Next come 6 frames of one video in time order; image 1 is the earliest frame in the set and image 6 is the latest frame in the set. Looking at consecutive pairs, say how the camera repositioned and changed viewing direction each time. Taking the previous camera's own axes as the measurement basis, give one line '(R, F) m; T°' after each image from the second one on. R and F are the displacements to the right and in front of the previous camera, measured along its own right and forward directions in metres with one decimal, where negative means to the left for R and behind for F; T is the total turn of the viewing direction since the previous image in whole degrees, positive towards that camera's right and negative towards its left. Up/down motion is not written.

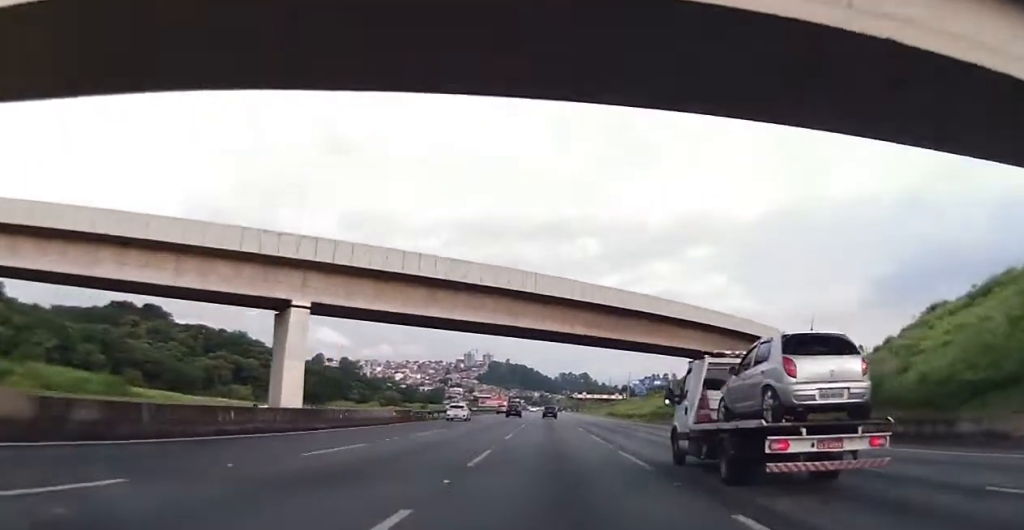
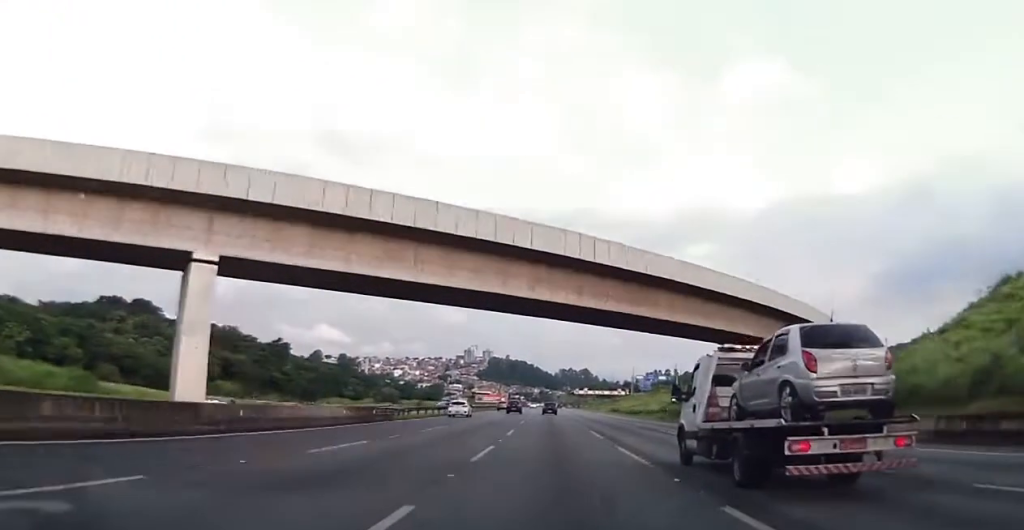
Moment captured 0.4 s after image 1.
(-0.3, +11.4) m; 0°
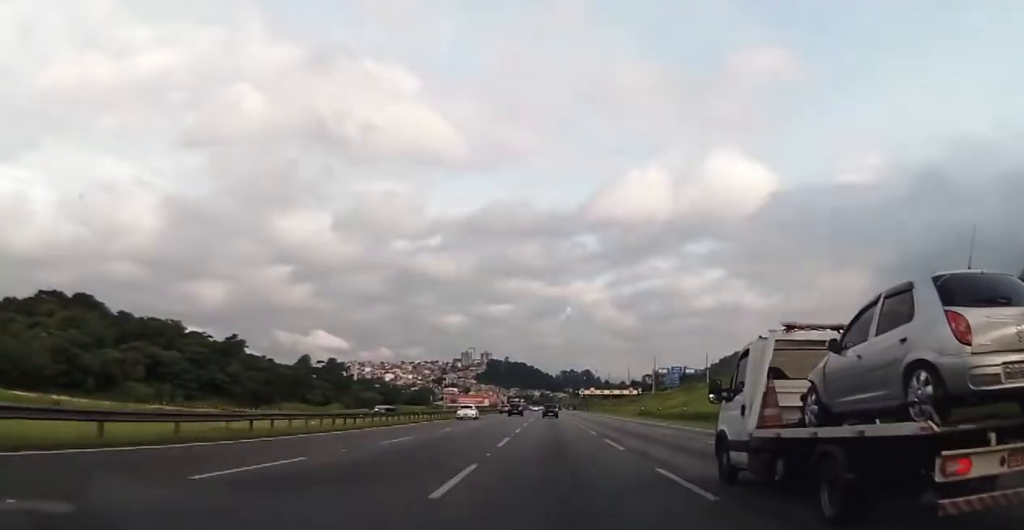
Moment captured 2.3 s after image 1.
(-0.2, +53.9) m; 0°
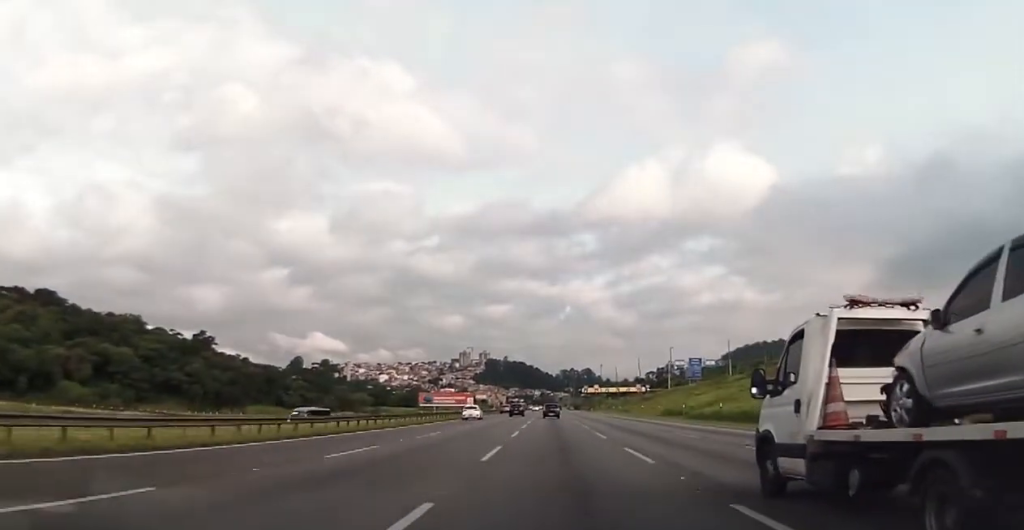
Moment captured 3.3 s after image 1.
(-0.1, +29.5) m; 0°
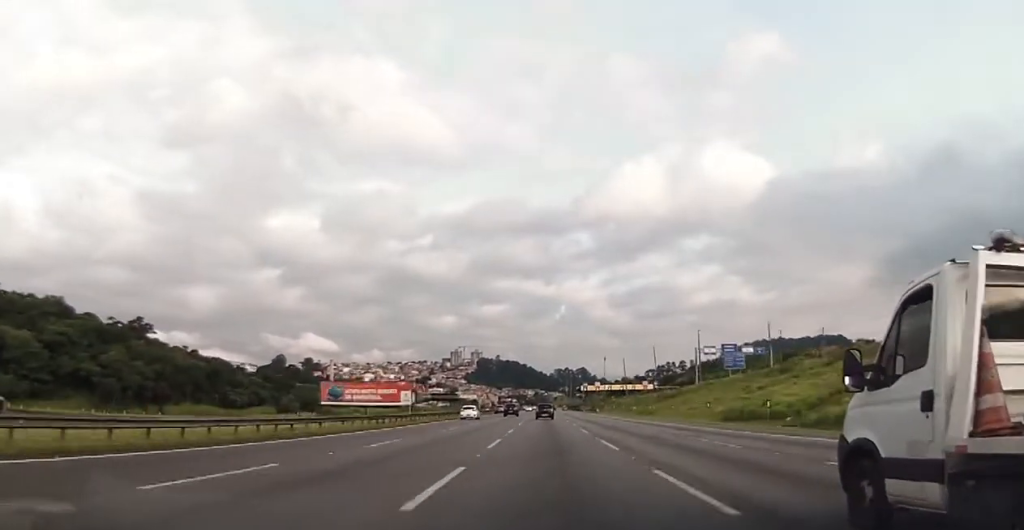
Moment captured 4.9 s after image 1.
(-0.2, +43.8) m; -1°
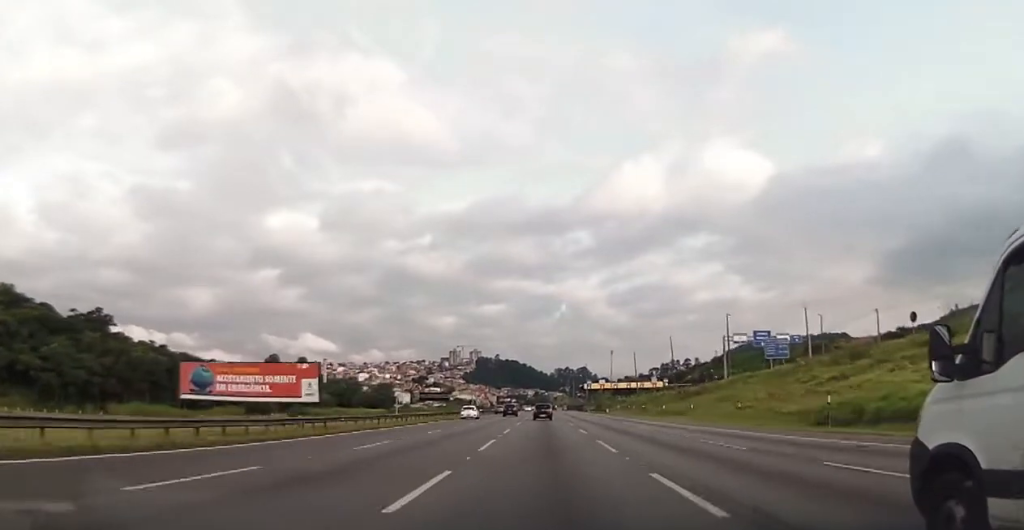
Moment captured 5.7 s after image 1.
(+0.1, +24.8) m; +1°
